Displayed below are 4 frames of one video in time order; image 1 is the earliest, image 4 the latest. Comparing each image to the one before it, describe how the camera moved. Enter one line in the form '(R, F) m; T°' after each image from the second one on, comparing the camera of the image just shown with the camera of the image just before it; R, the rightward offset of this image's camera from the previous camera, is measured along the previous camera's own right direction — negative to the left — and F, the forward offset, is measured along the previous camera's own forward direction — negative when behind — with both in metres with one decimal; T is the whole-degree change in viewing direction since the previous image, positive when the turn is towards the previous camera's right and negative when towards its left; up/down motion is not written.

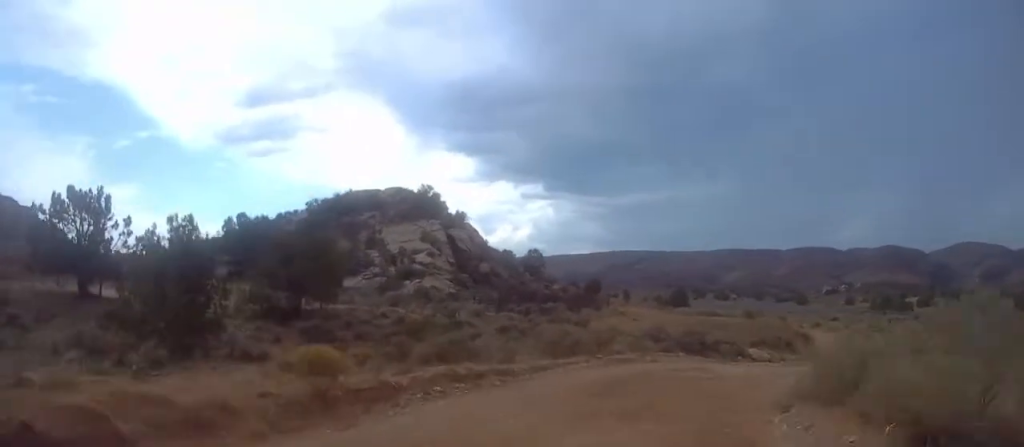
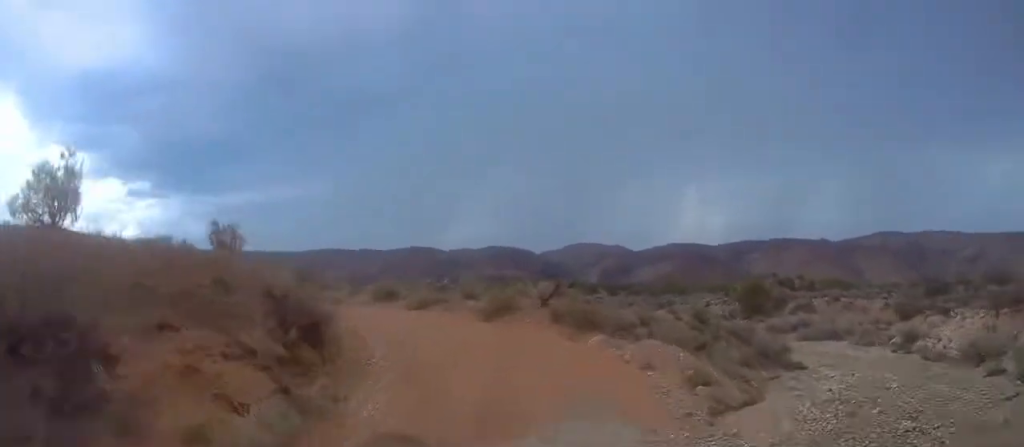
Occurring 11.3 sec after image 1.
(+19.7, +50.3) m; +20°
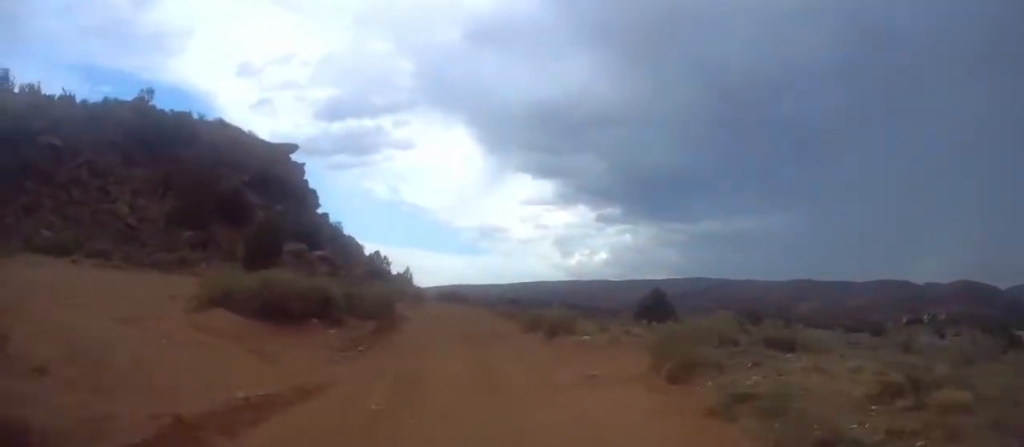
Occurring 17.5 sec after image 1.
(-13.1, +33.6) m; -35°
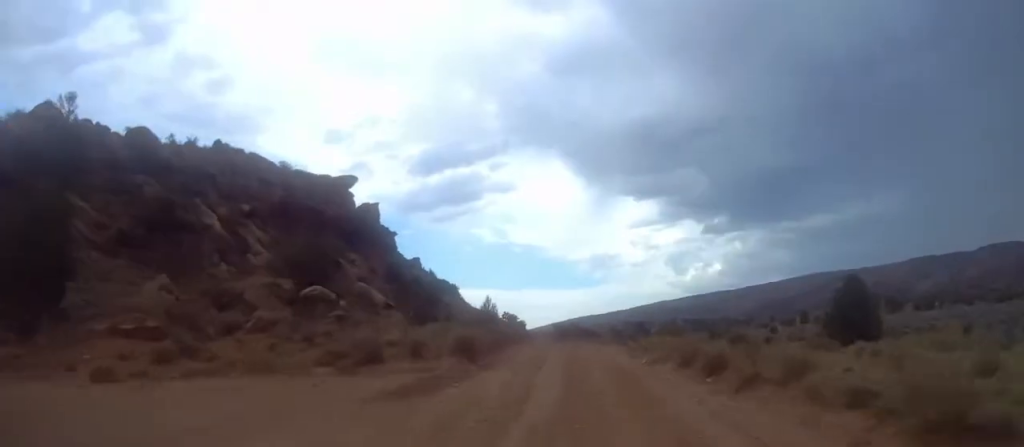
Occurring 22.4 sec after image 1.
(-5.3, +34.9) m; -10°
